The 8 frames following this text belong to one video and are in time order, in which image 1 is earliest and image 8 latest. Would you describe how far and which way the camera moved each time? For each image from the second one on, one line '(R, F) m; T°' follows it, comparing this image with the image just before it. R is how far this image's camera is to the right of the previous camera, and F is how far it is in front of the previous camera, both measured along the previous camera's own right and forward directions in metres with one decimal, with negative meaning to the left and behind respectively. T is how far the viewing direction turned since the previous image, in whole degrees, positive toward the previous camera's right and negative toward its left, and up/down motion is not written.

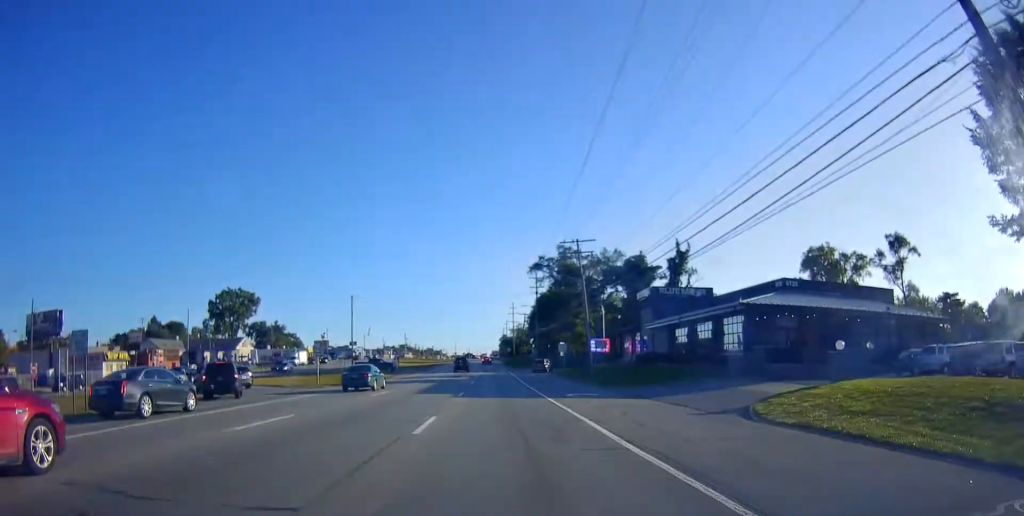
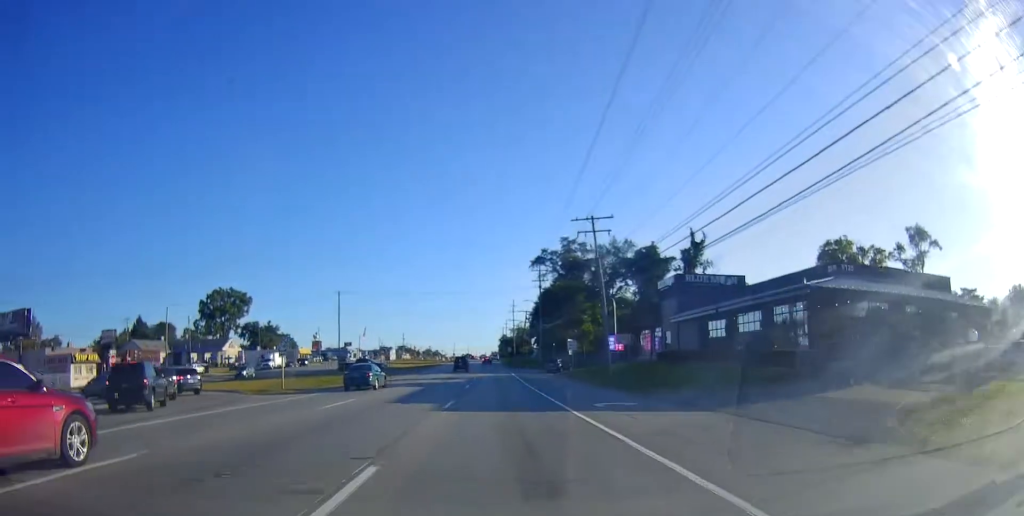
(-0.4, +7.9) m; 0°
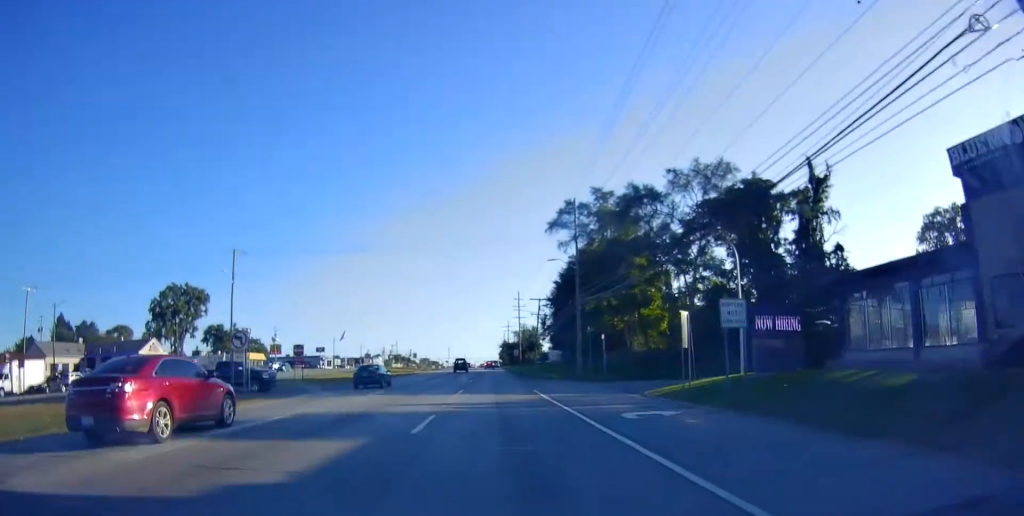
(+0.7, +38.3) m; +1°
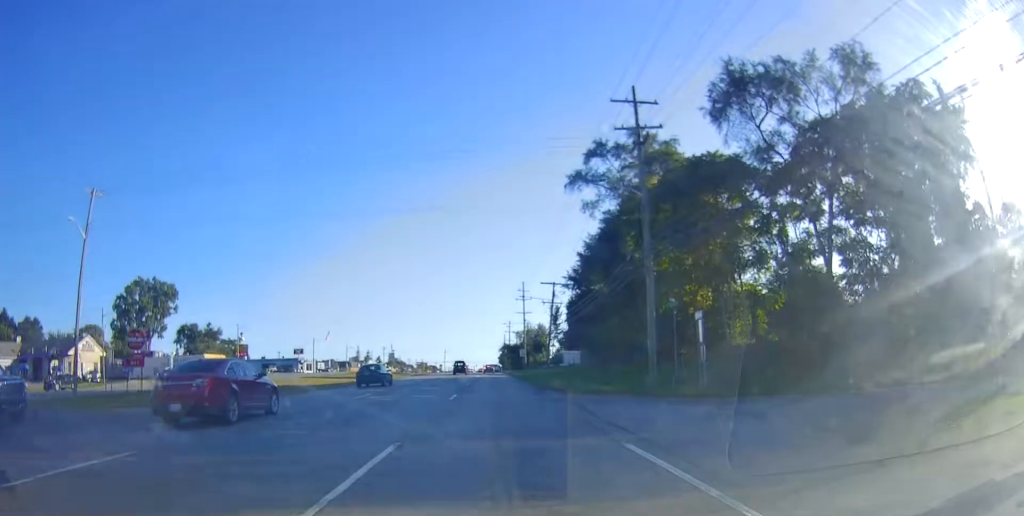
(+0.1, +22.5) m; -1°
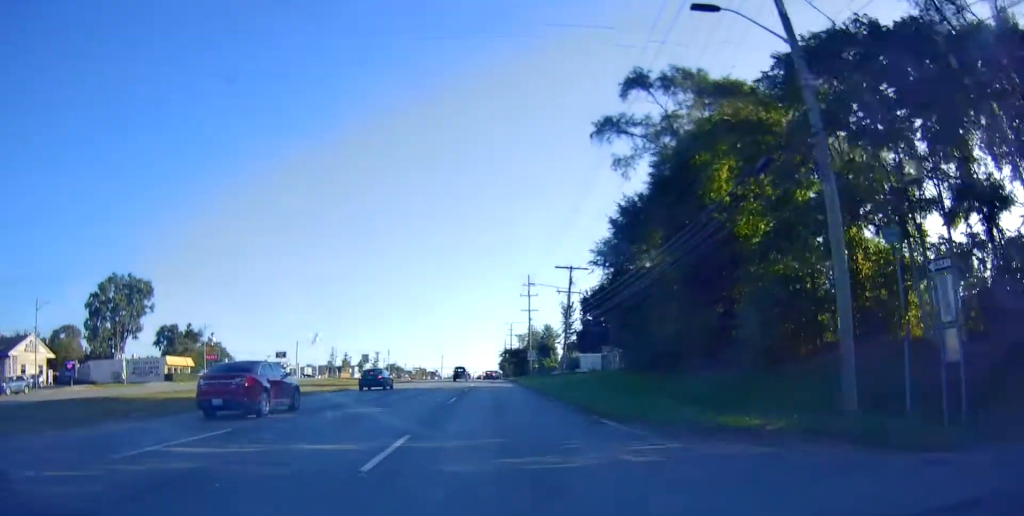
(-0.5, +15.8) m; 0°
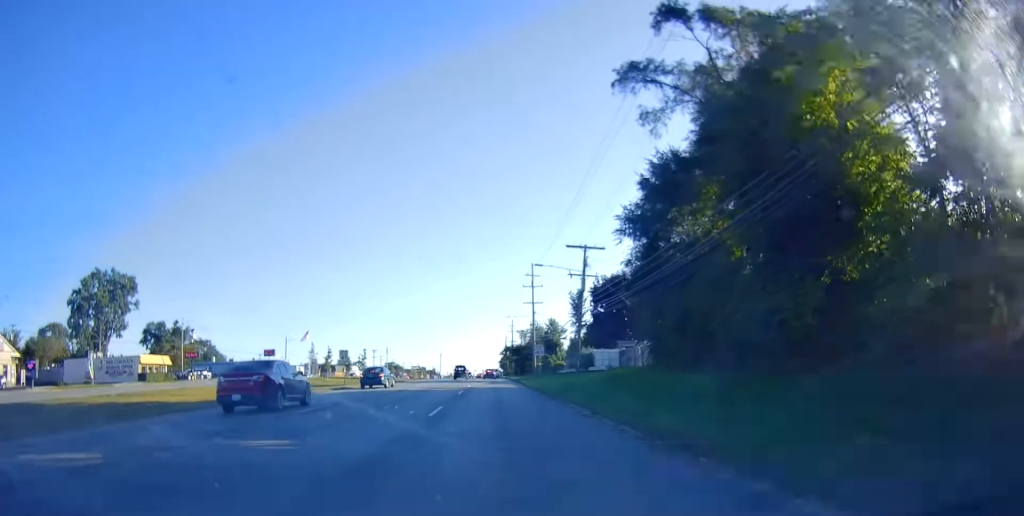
(+0.4, +9.1) m; +1°
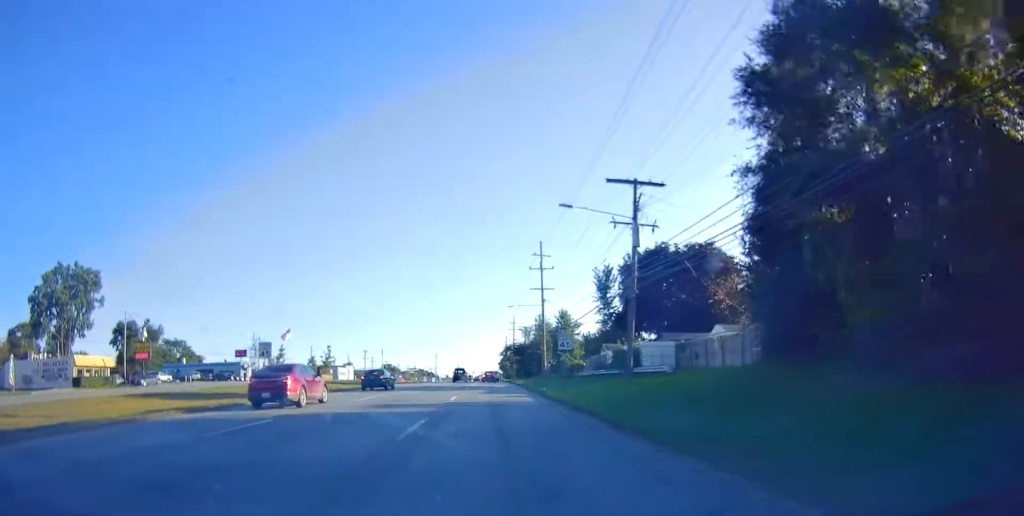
(+0.3, +18.5) m; -1°
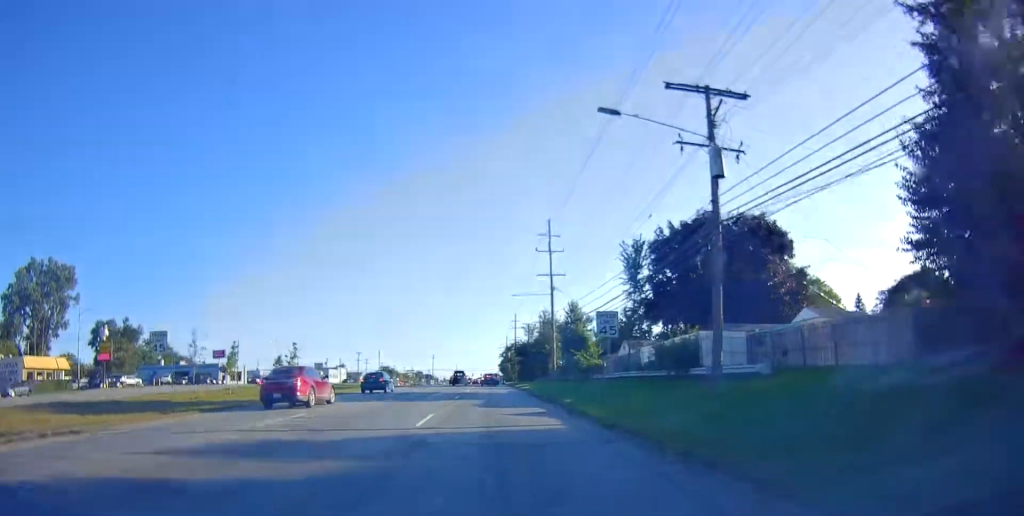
(-0.3, +11.9) m; -1°
